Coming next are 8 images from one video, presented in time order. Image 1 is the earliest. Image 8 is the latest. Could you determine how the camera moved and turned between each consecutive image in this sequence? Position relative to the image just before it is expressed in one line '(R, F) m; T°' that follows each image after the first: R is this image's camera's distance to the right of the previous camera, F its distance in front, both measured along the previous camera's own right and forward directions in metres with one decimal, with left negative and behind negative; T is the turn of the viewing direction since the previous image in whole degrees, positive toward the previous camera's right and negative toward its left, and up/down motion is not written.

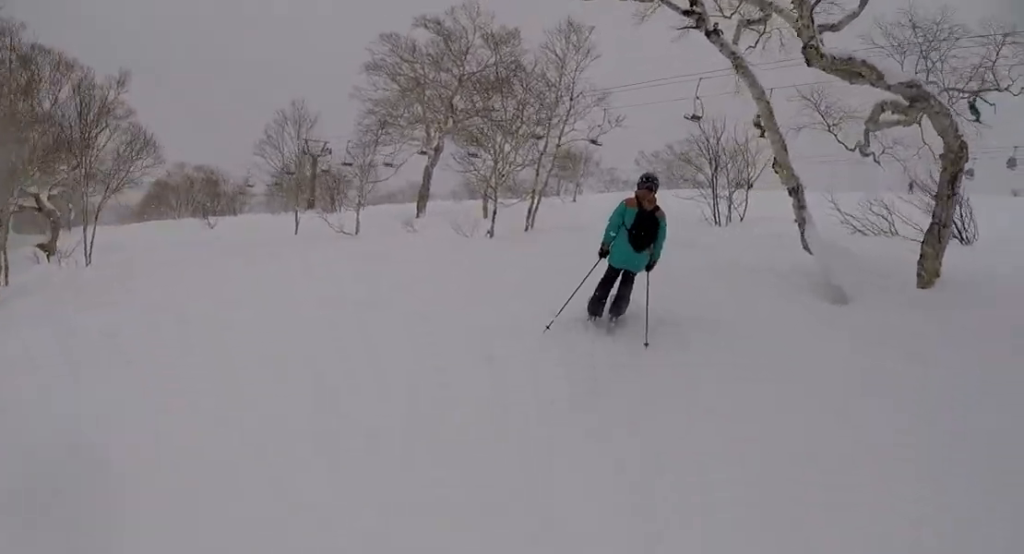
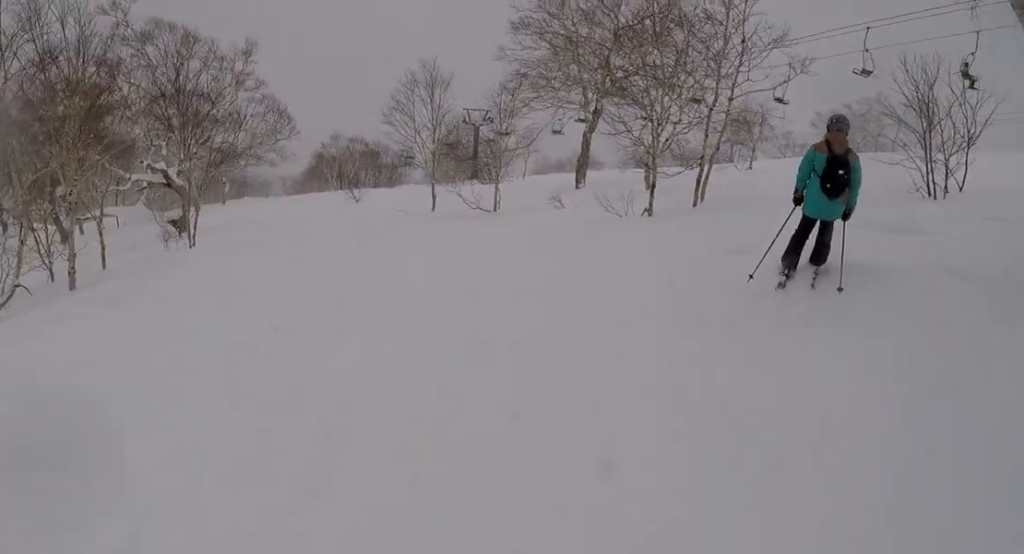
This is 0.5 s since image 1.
(+0.5, +2.4) m; +10°
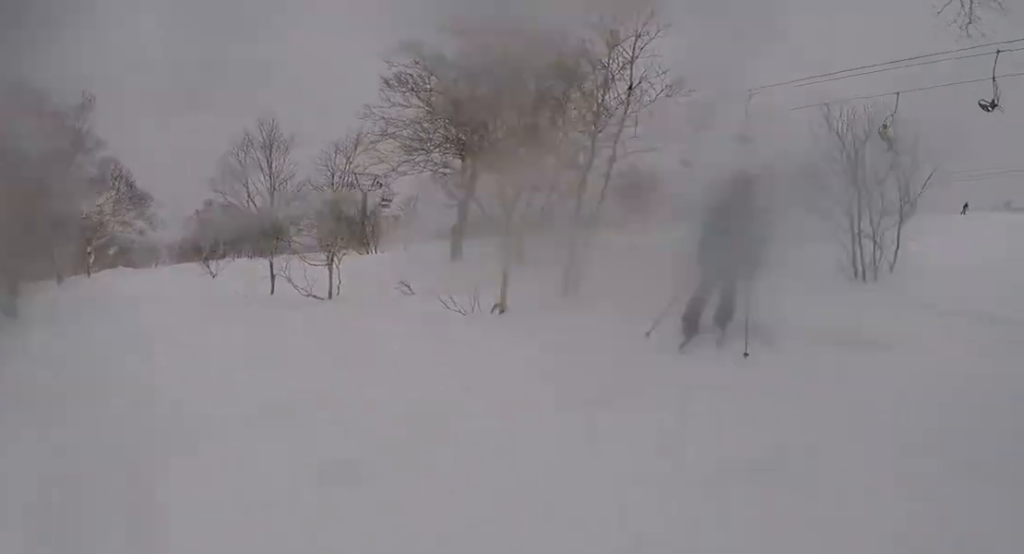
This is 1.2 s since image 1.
(+0.1, +2.7) m; -6°
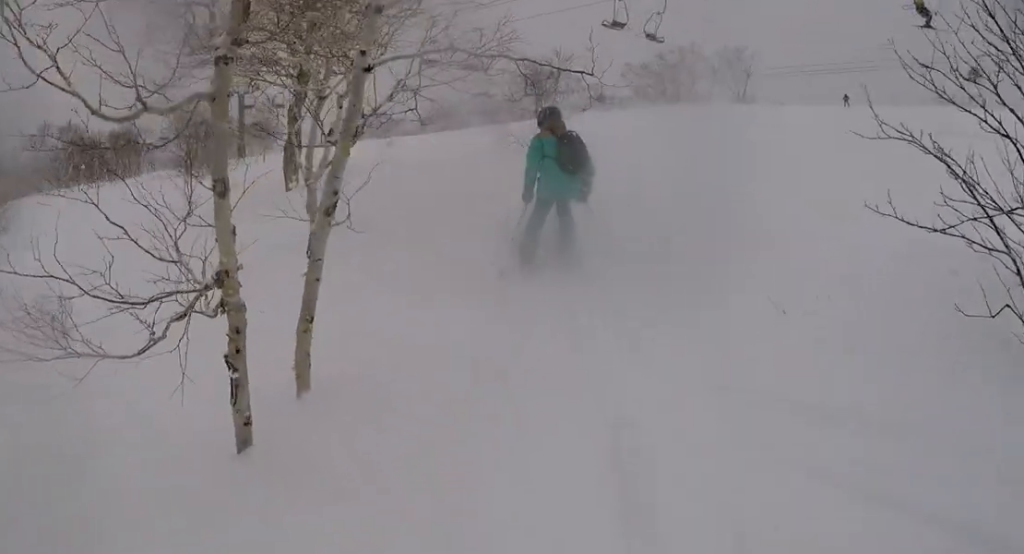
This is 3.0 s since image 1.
(-1.6, +7.1) m; -25°
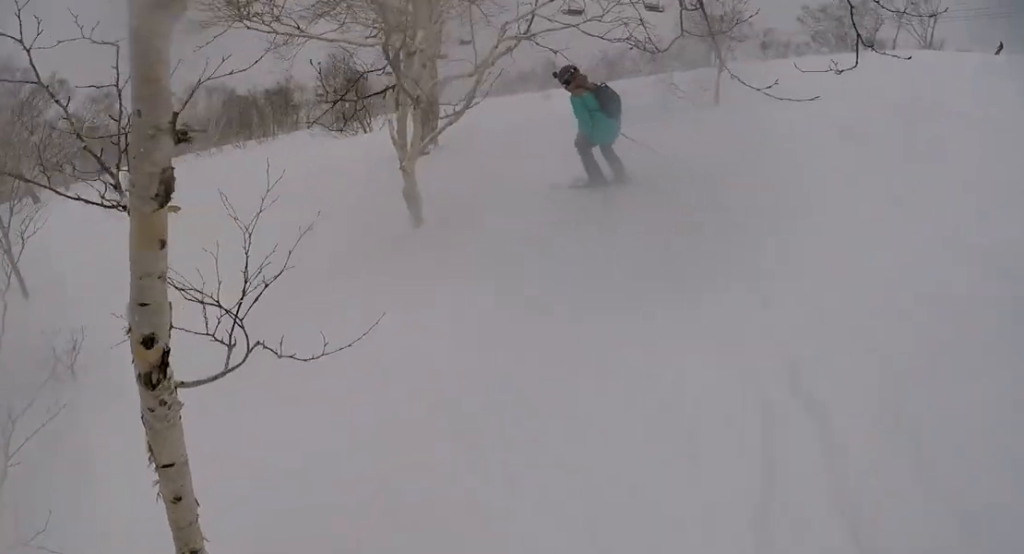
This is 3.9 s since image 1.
(+0.1, +3.0) m; -21°
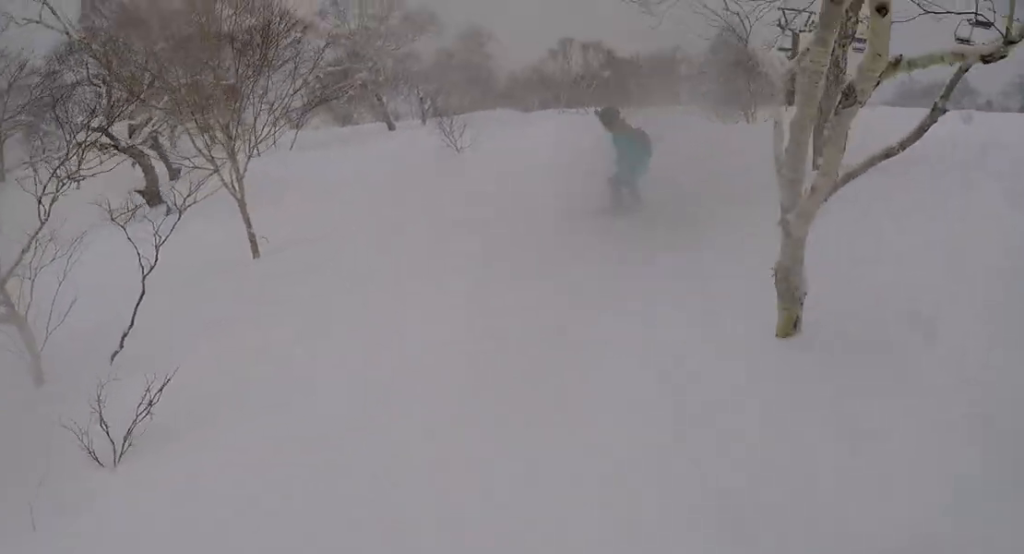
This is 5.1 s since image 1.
(-1.6, +4.4) m; -21°
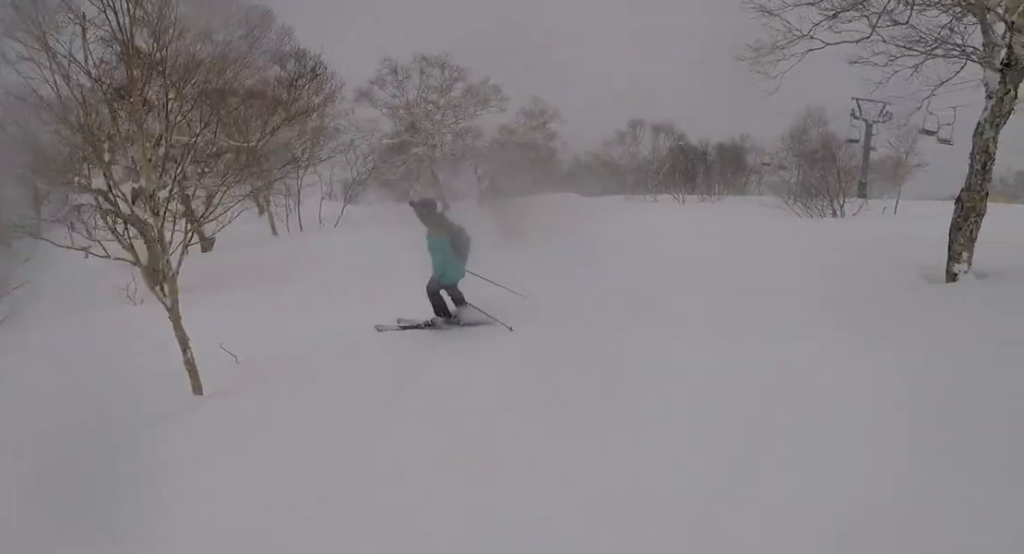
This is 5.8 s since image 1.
(+0.2, +2.6) m; -7°
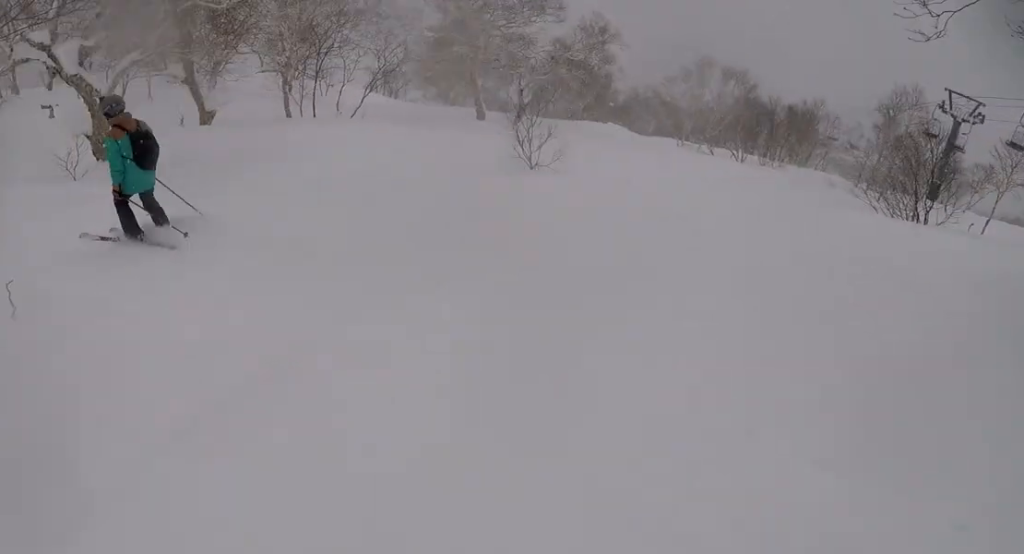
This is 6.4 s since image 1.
(-0.3, +2.3) m; -14°
